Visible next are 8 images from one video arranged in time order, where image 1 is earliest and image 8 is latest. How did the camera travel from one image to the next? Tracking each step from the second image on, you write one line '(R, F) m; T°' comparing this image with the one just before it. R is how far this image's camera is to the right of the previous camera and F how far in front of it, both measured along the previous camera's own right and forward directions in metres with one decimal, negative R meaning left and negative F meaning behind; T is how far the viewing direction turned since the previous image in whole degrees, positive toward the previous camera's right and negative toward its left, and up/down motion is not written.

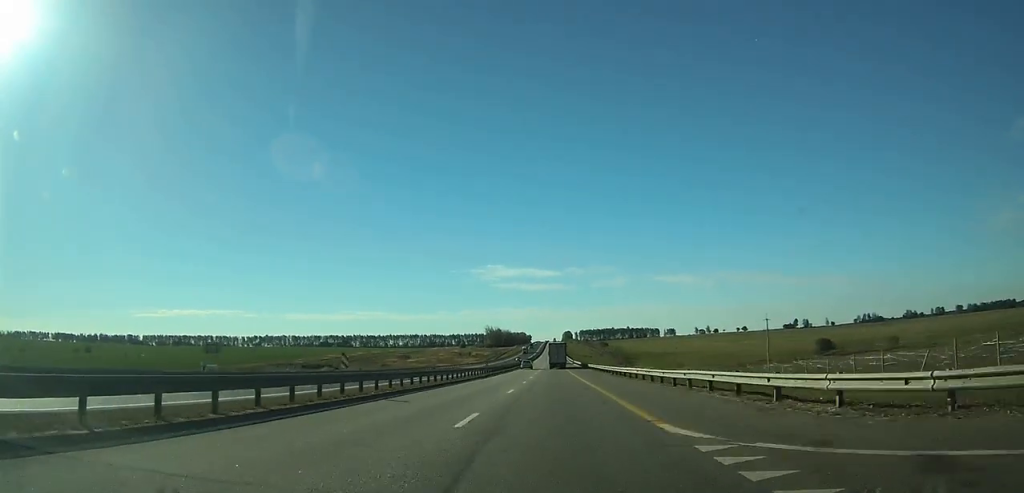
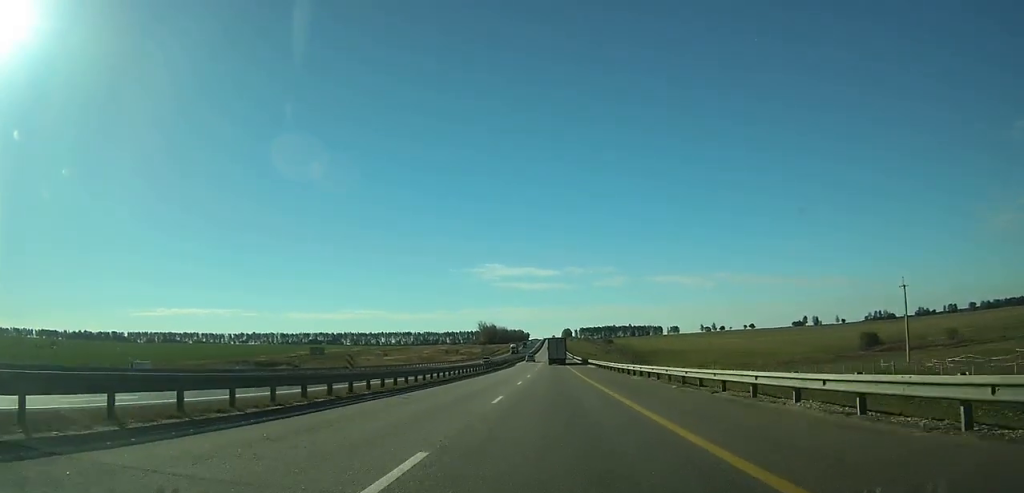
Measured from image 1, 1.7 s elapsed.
(0.0, +45.4) m; 0°
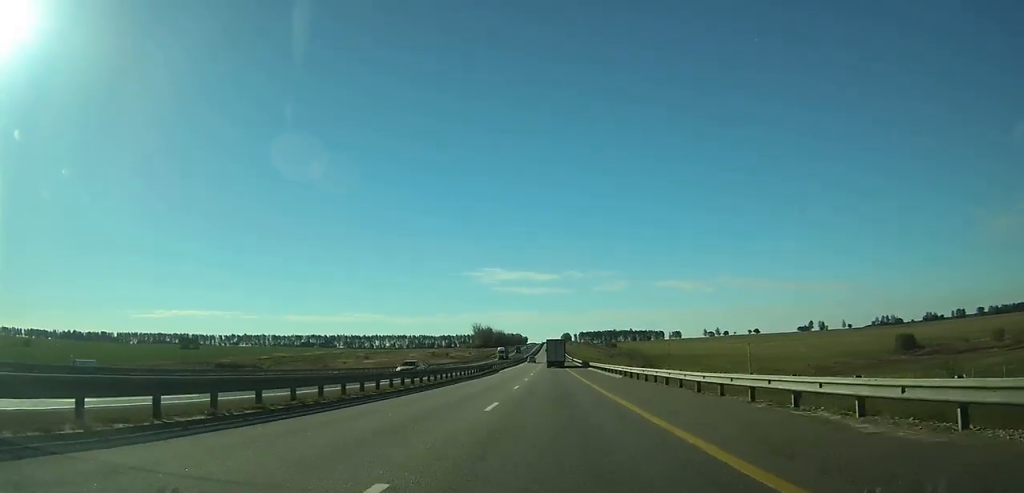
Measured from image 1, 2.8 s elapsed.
(0.0, +27.6) m; 0°
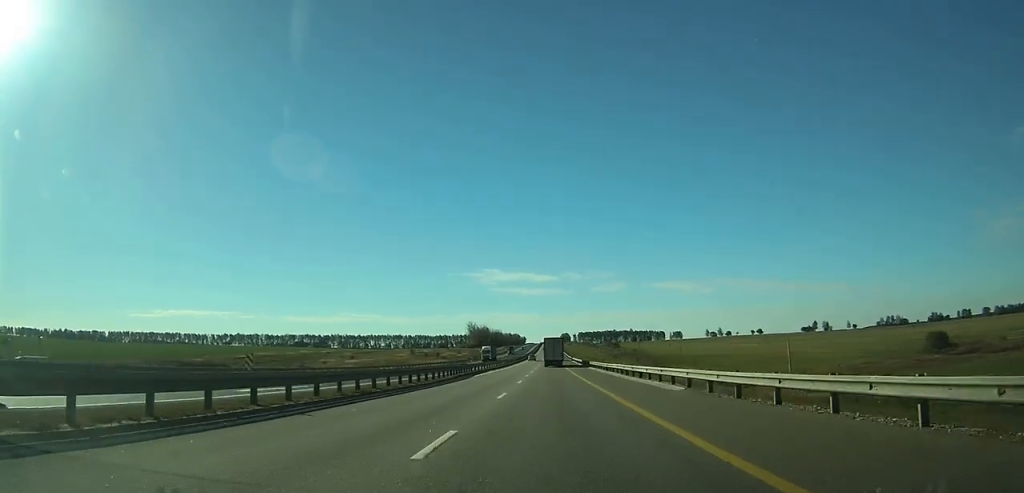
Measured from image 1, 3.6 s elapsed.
(0.0, +20.7) m; 0°
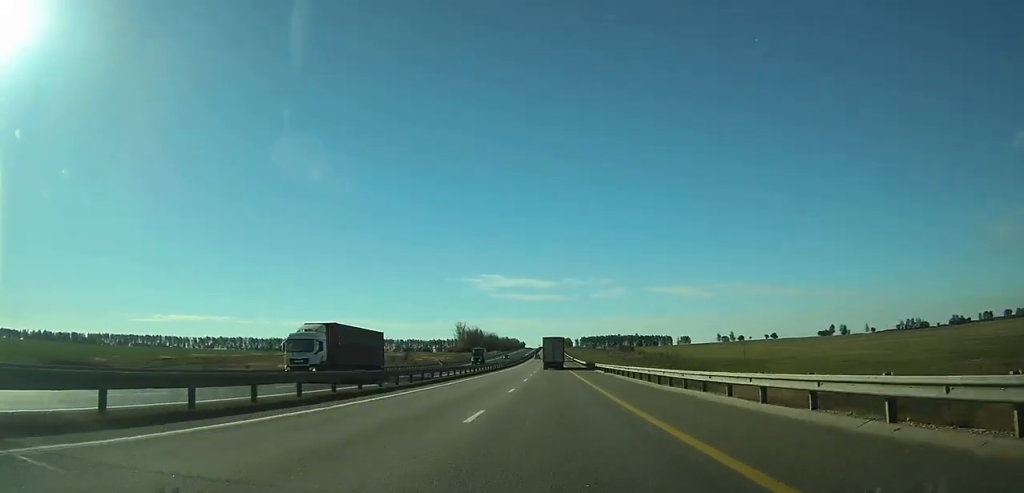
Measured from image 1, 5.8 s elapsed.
(+0.1, +56.8) m; 0°
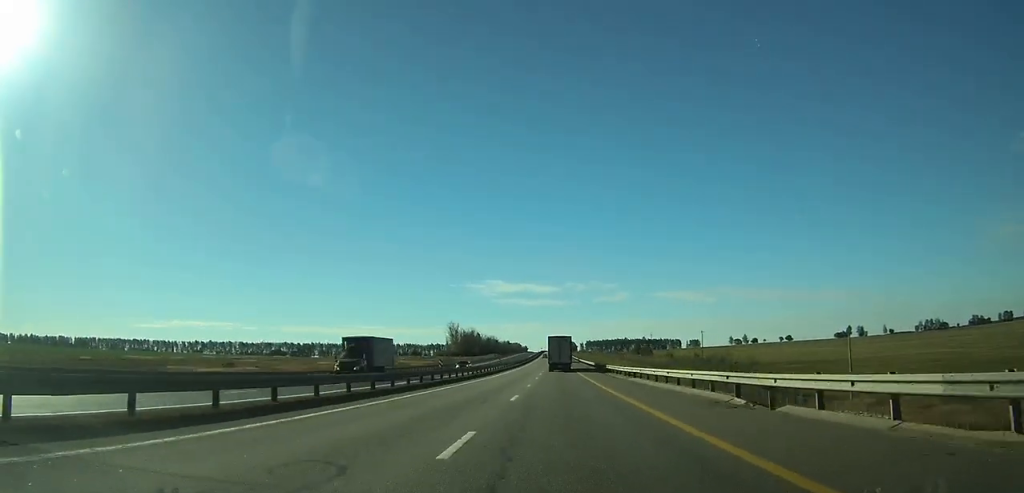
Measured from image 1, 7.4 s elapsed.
(0.0, +41.5) m; 0°
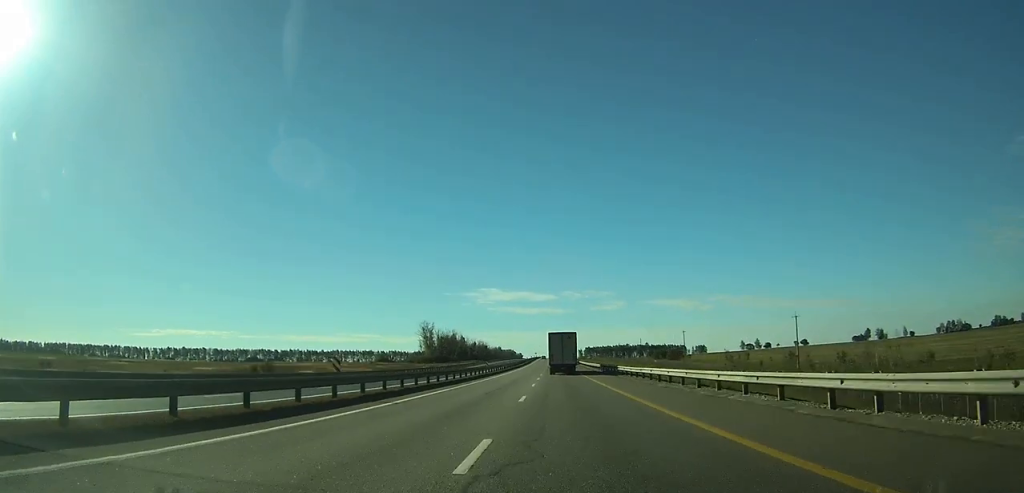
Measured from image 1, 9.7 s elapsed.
(+0.1, +61.6) m; 0°
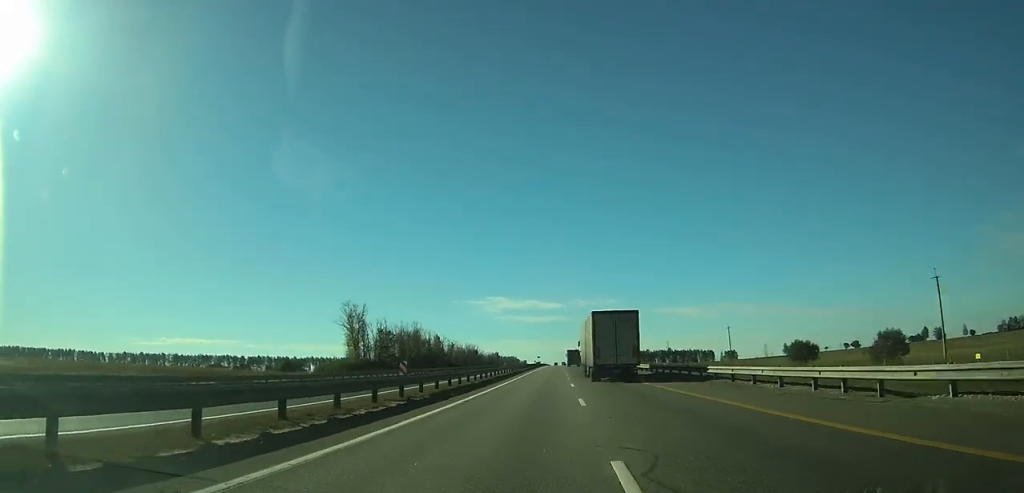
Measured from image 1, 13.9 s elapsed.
(-0.7, +112.1) m; -1°
